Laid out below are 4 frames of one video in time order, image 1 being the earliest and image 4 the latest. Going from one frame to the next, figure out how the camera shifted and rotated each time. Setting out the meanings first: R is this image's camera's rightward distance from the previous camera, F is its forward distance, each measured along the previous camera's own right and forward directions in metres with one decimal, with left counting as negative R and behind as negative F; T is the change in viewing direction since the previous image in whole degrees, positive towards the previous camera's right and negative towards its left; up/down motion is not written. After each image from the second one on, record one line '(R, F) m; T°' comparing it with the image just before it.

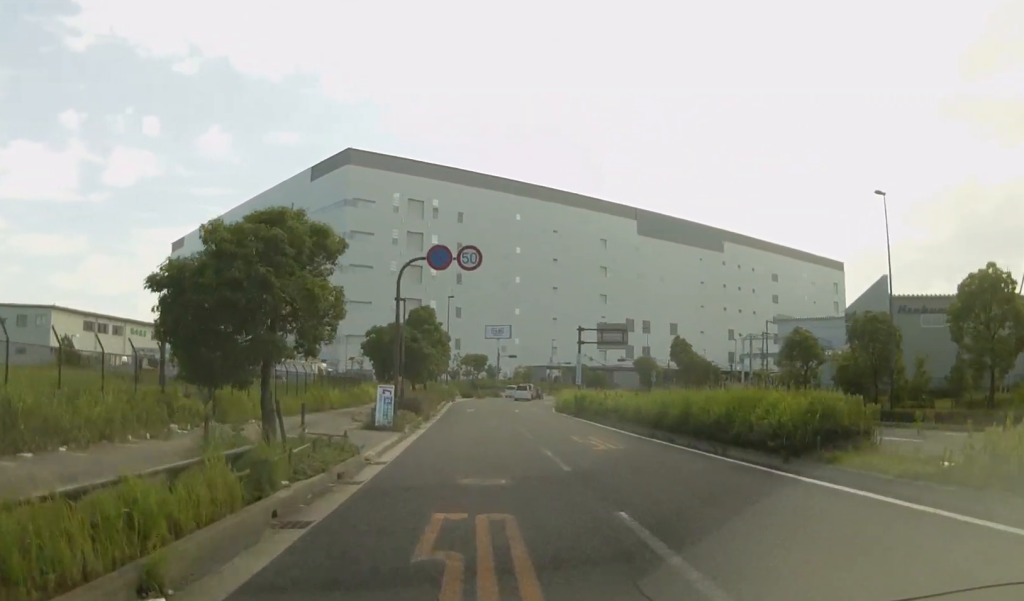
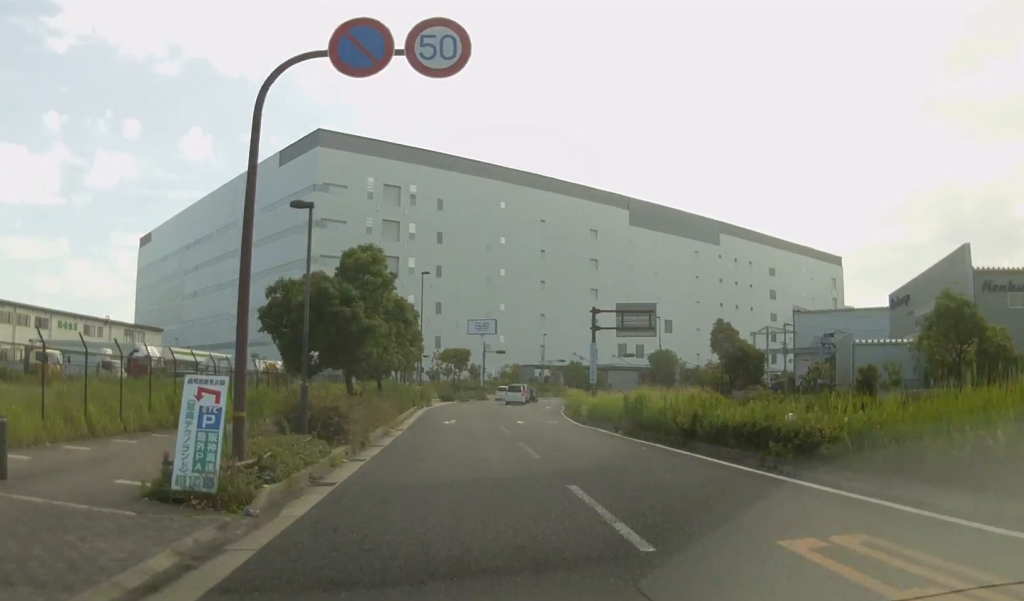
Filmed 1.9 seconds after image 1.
(+0.9, +17.5) m; +1°
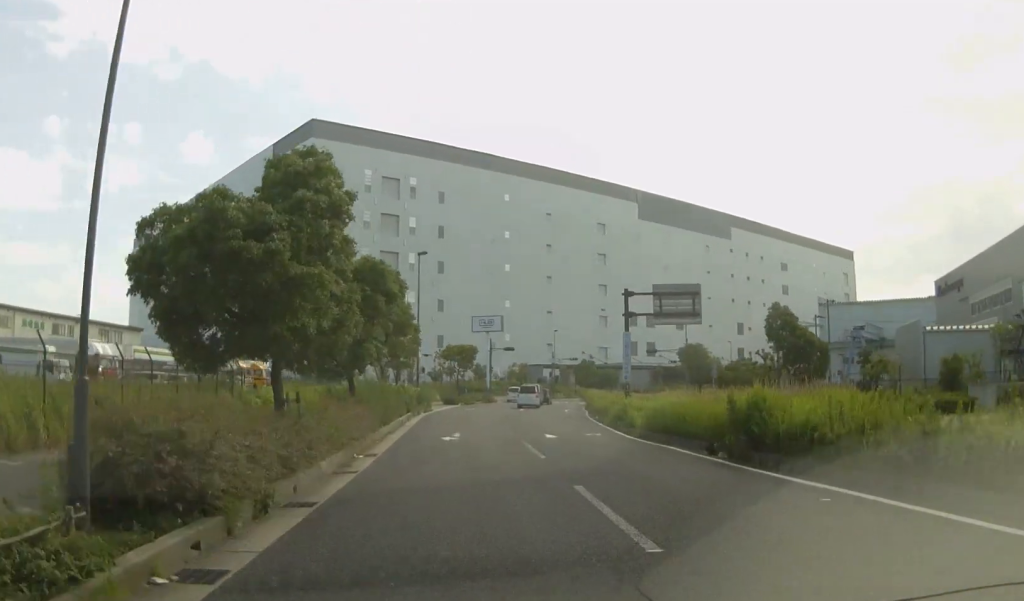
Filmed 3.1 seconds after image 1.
(-0.1, +10.2) m; -2°
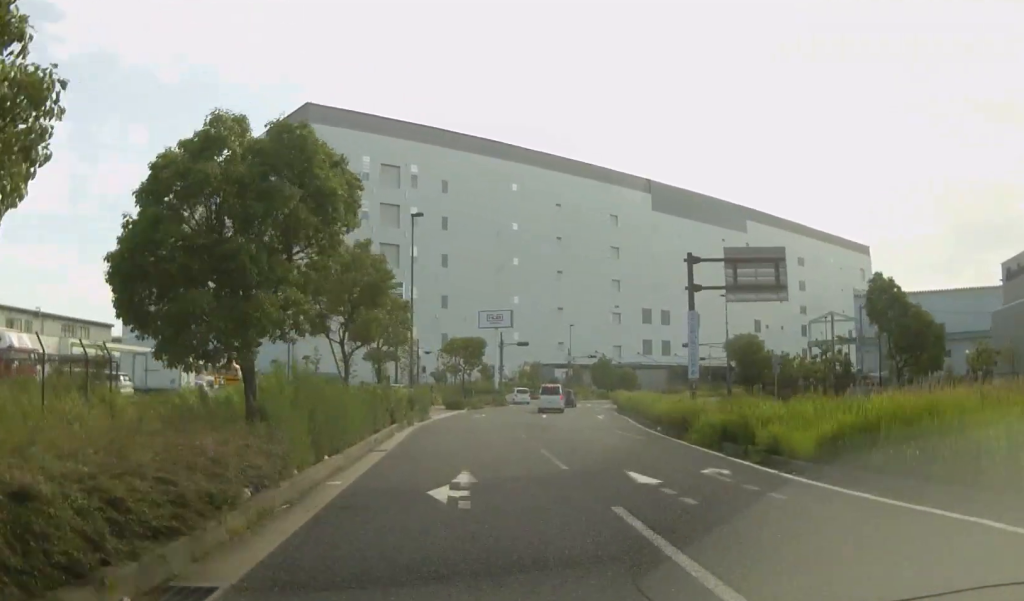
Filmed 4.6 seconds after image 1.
(-0.1, +12.6) m; +2°
